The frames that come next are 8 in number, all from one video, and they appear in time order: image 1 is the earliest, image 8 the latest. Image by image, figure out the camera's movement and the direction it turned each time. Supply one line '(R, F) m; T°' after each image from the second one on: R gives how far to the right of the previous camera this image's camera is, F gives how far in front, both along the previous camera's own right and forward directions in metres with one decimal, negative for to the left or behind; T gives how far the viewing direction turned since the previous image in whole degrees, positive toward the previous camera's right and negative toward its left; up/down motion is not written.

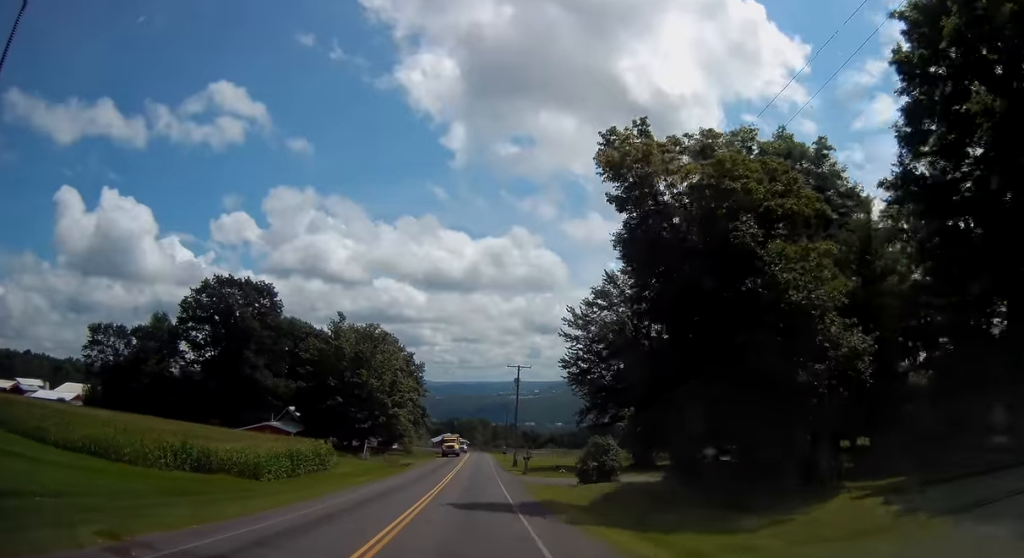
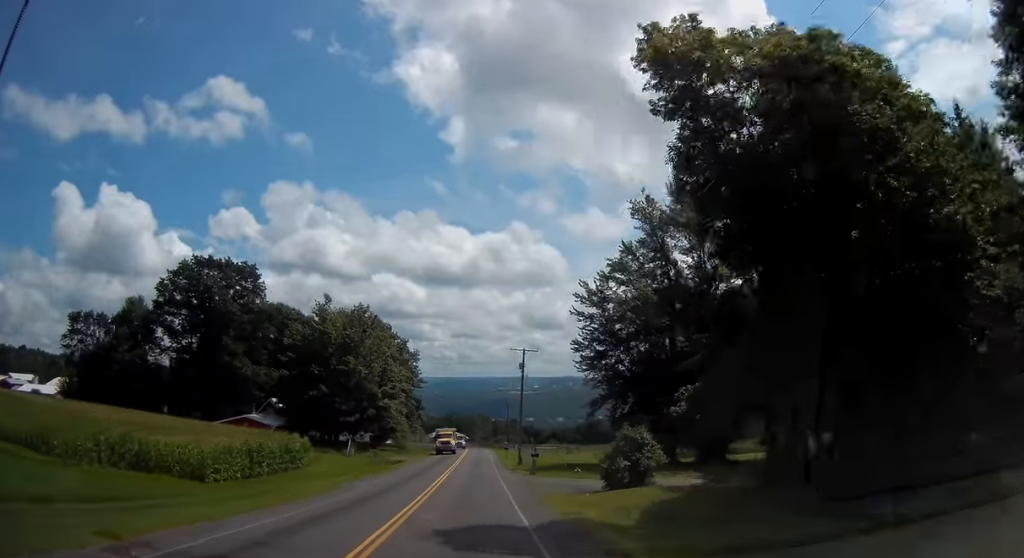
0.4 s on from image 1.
(0.0, +7.8) m; 0°
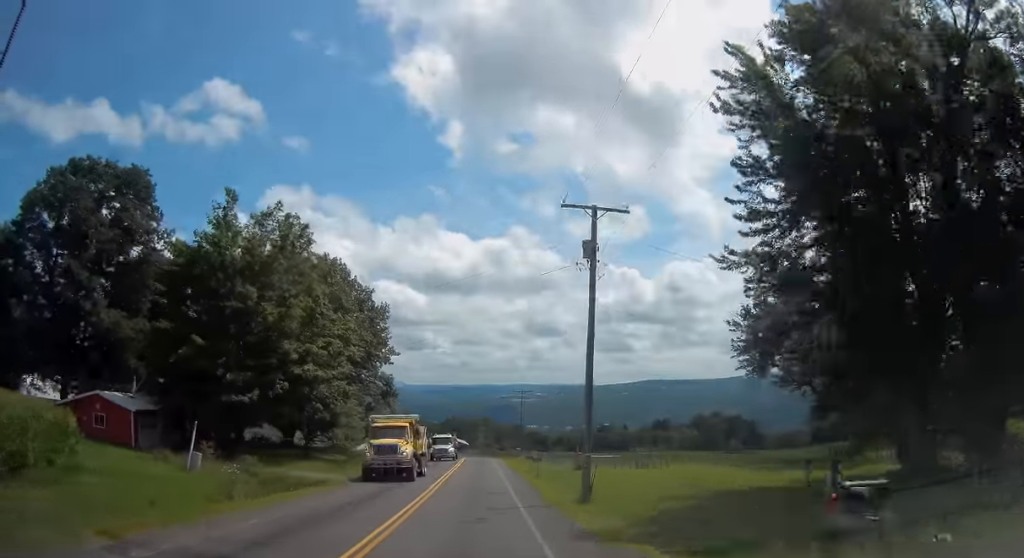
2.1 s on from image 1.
(-0.6, +32.9) m; -1°
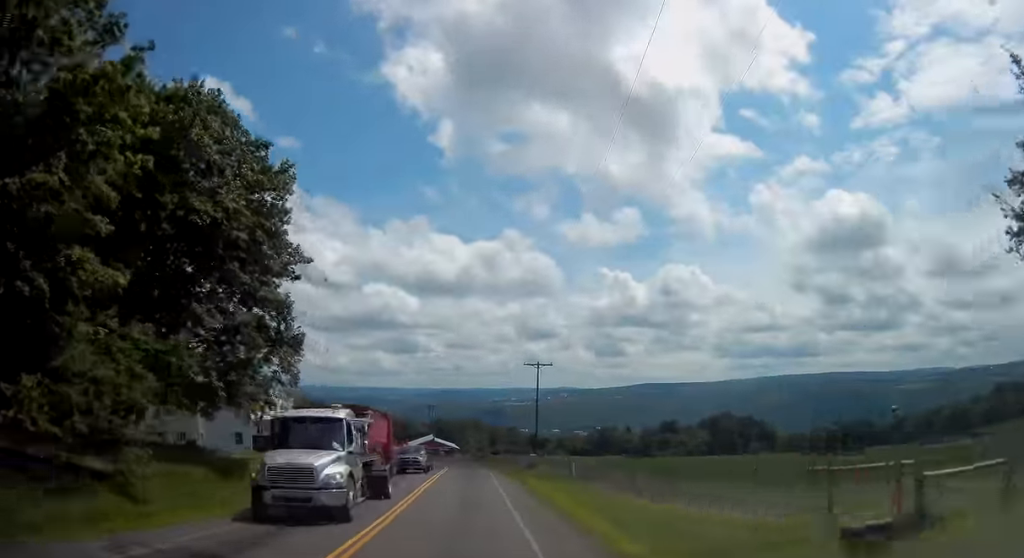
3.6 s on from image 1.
(+0.2, +31.5) m; 0°
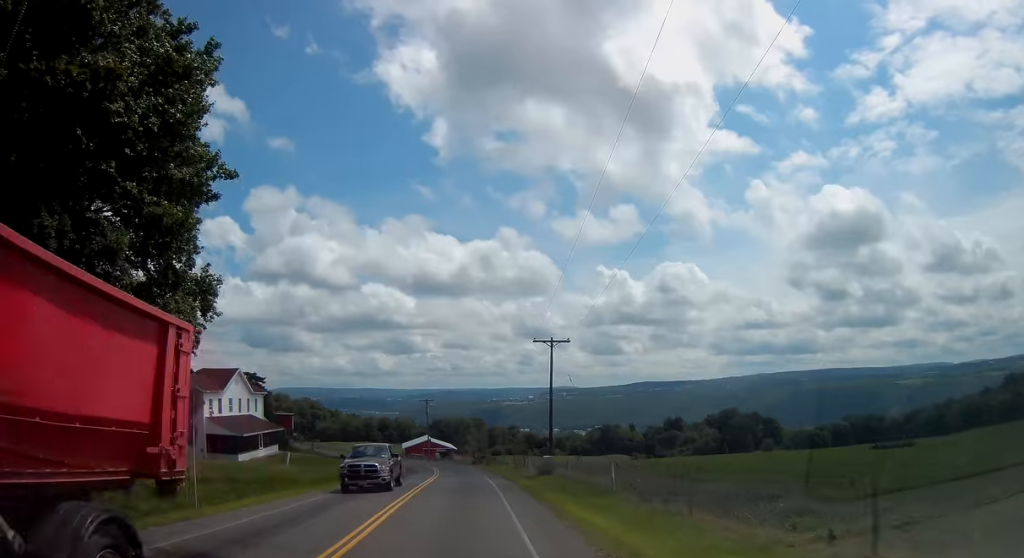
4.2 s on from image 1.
(-0.2, +10.8) m; 0°
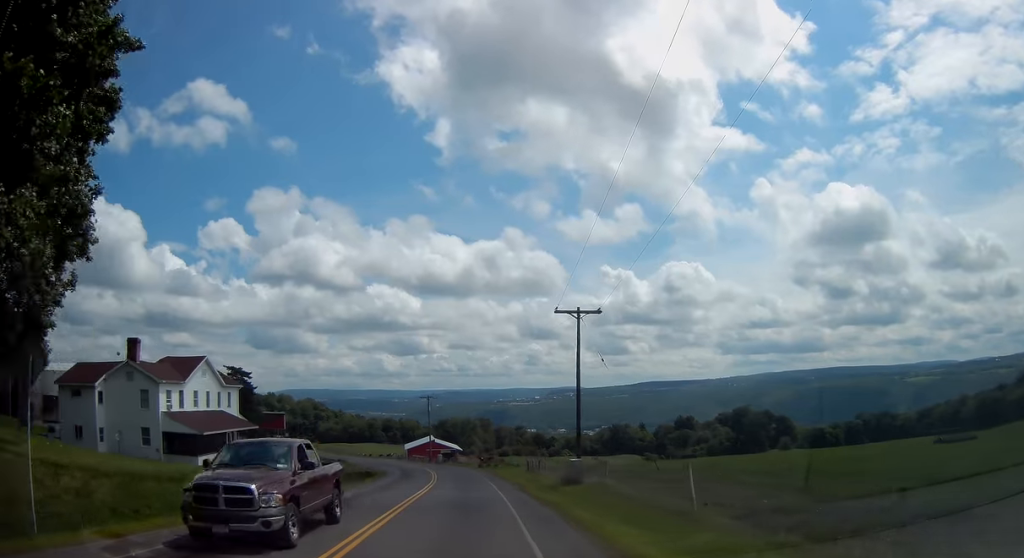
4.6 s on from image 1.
(+0.2, +8.7) m; 0°
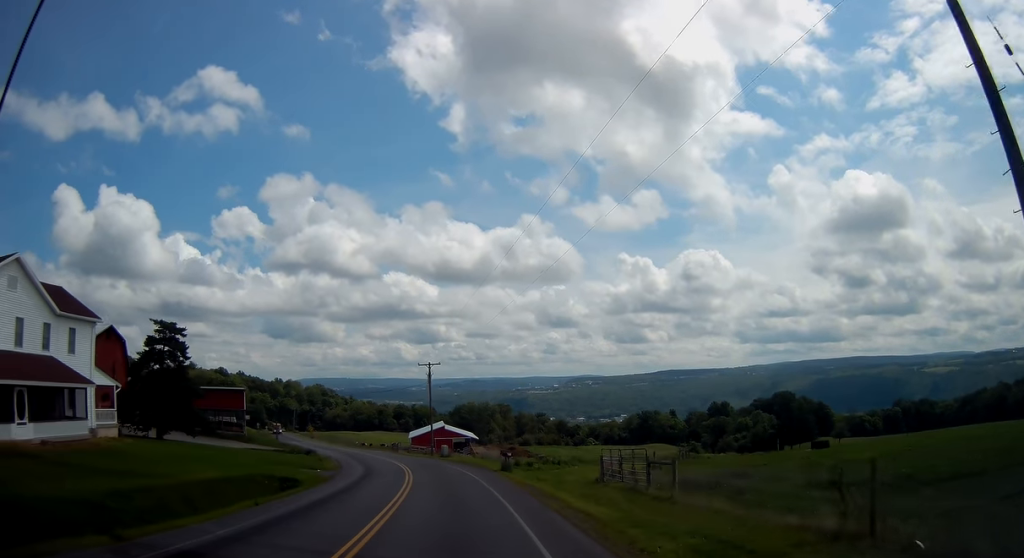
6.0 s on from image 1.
(-0.1, +26.9) m; -2°
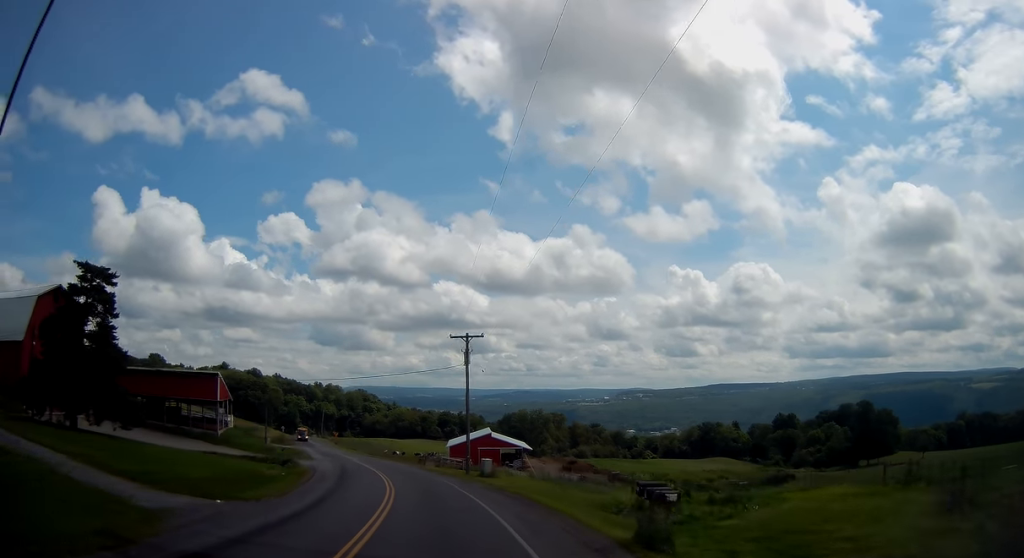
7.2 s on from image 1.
(-0.6, +22.8) m; -5°
